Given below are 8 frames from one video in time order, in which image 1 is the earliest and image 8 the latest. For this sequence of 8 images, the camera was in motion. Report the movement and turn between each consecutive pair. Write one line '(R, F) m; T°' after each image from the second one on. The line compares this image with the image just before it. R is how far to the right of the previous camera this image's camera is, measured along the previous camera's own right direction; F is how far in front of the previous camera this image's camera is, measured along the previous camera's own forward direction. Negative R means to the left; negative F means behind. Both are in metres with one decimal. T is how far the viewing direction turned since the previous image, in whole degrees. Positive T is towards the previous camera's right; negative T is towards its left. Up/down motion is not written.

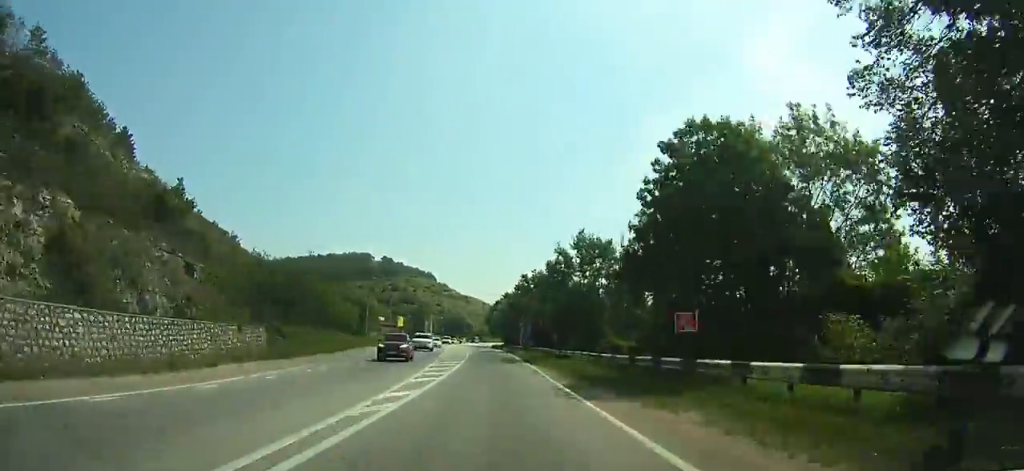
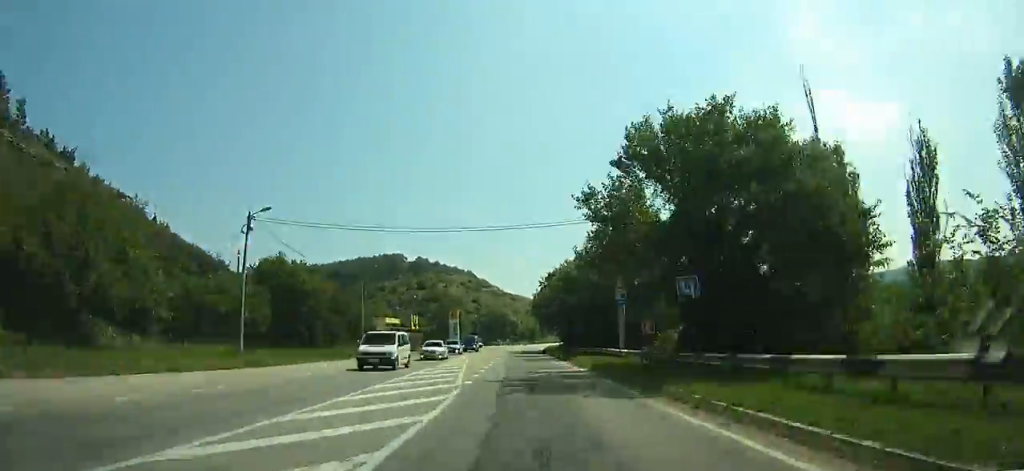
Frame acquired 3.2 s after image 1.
(-2.4, +50.4) m; -4°
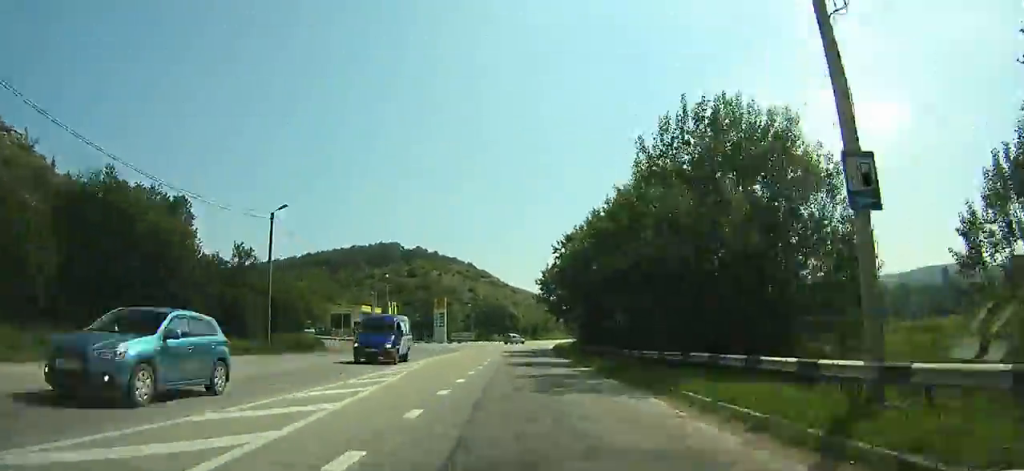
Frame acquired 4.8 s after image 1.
(-0.6, +24.1) m; -1°
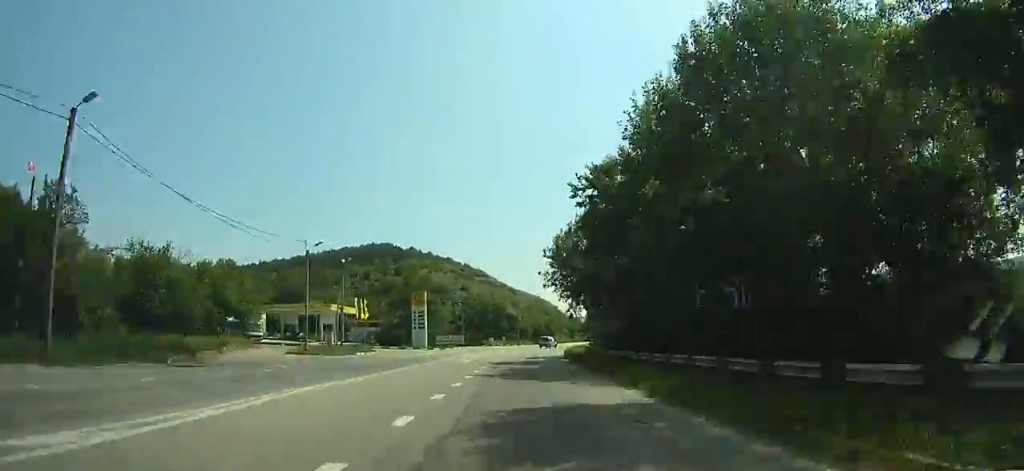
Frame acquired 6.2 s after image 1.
(-0.3, +21.1) m; -1°
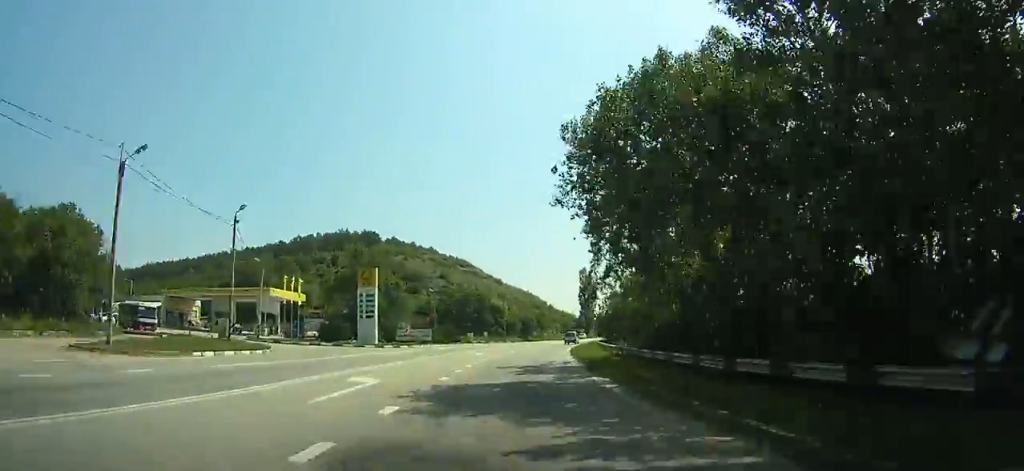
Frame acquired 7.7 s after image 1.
(0.0, +21.8) m; +1°
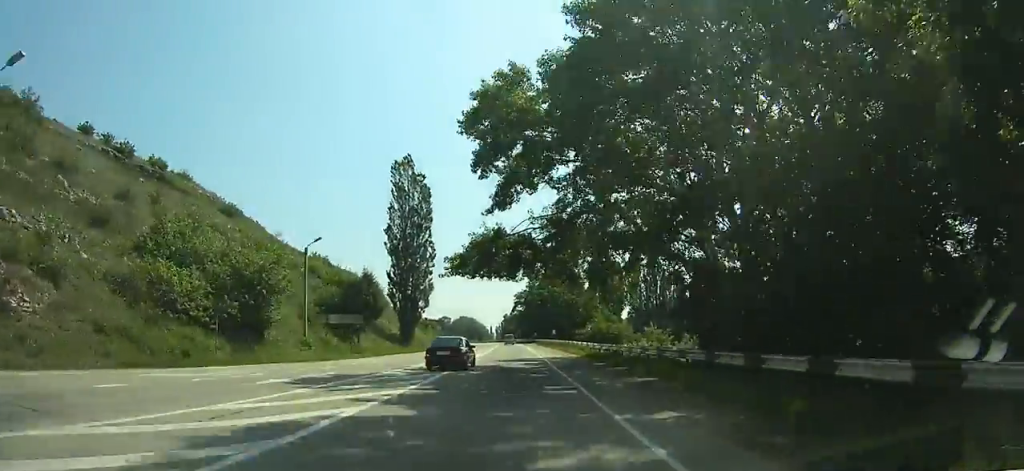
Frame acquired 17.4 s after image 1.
(+17.3, +139.1) m; +13°
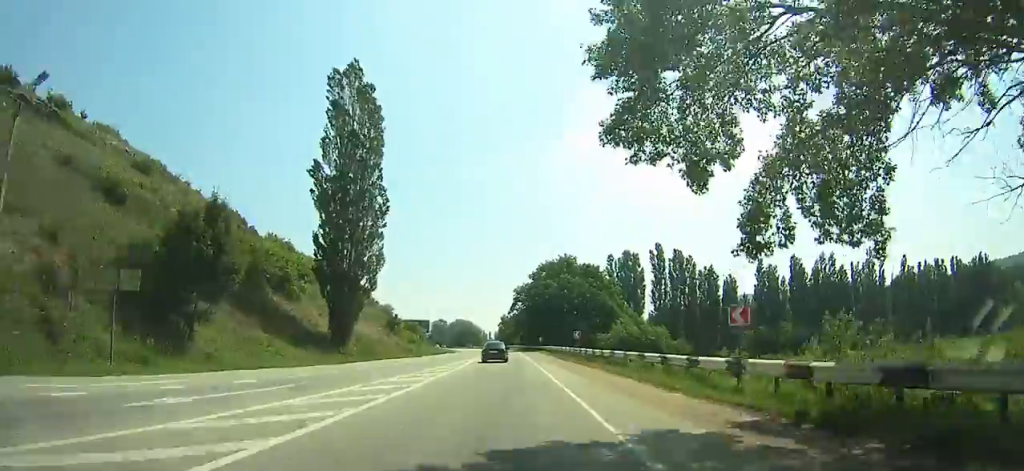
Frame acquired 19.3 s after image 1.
(+0.1, +28.9) m; 0°
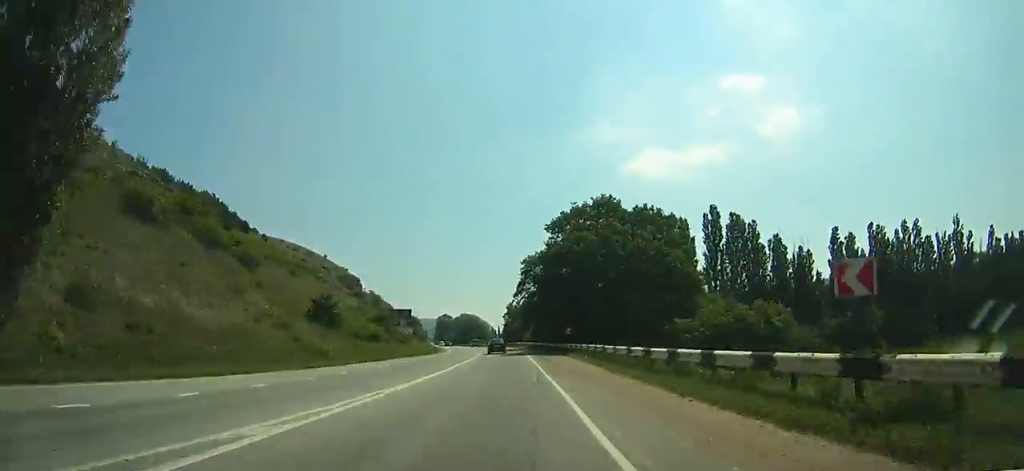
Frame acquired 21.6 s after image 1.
(+0.1, +35.9) m; -1°
